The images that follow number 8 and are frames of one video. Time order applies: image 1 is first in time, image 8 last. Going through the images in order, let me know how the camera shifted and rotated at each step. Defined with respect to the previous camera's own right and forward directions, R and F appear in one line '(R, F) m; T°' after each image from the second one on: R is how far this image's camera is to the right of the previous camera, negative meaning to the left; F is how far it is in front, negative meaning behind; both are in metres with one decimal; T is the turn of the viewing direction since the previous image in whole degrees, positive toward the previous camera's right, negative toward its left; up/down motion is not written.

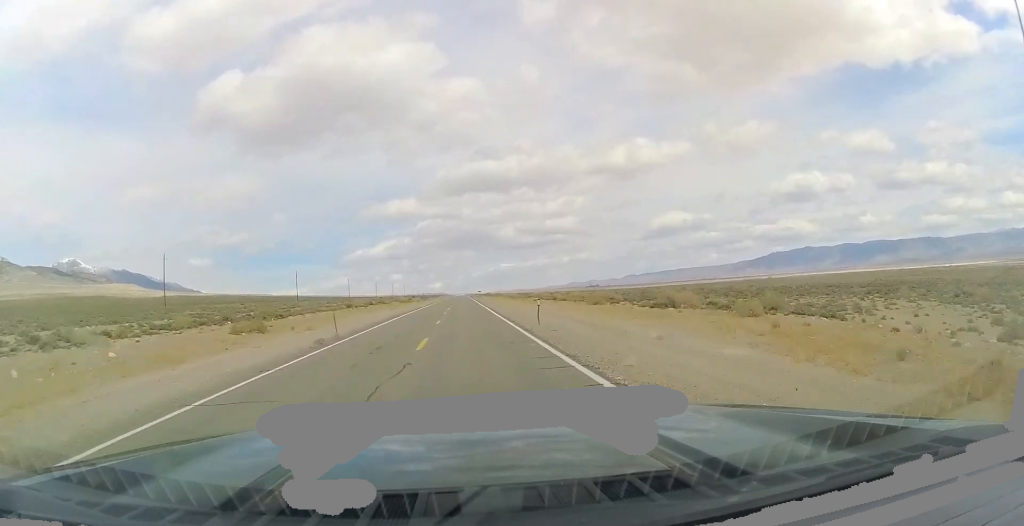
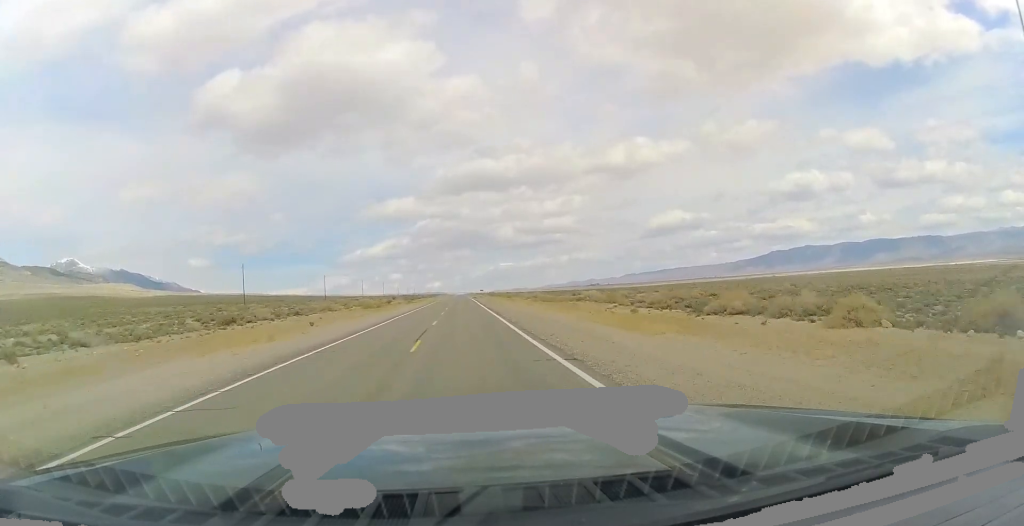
(-0.5, +49.3) m; 0°
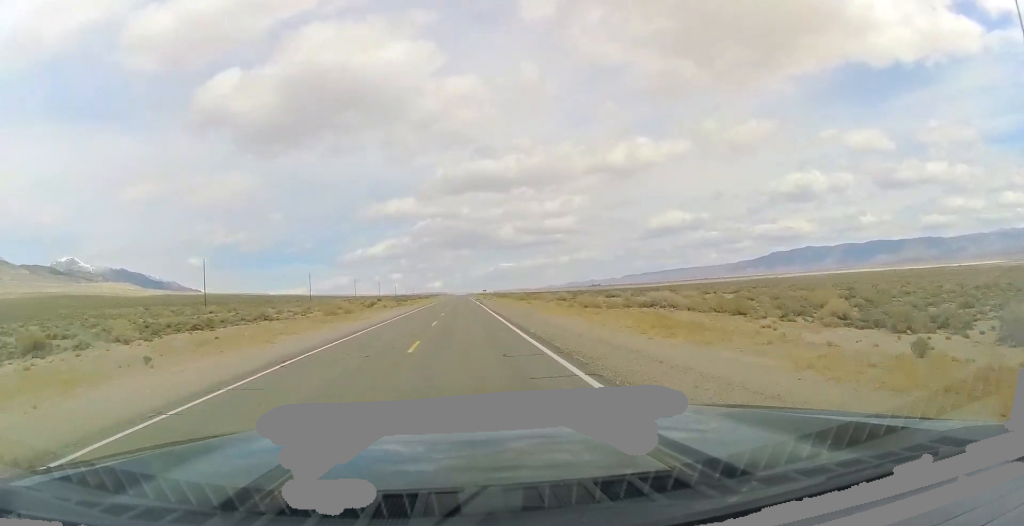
(+0.5, +24.6) m; 0°
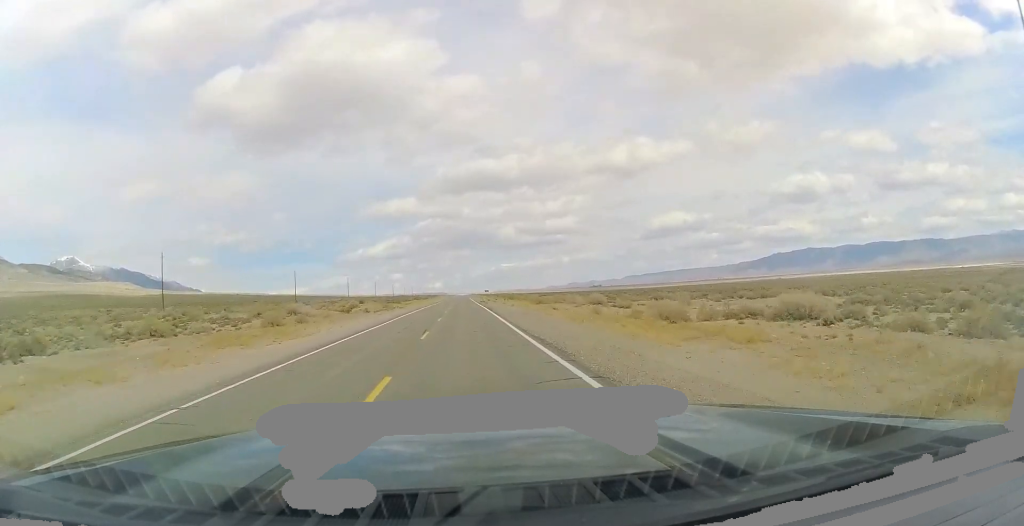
(+0.1, +20.0) m; 0°
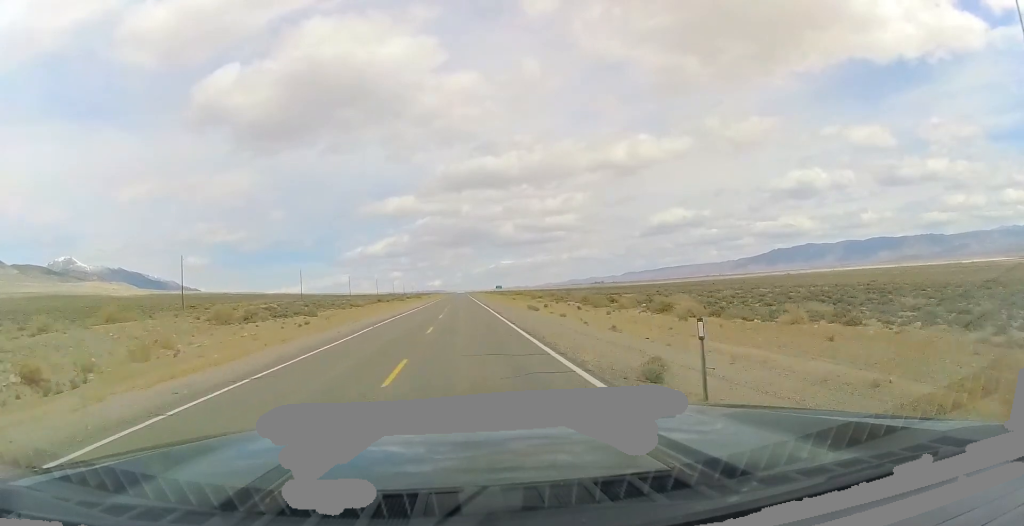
(-0.6, +82.7) m; 0°
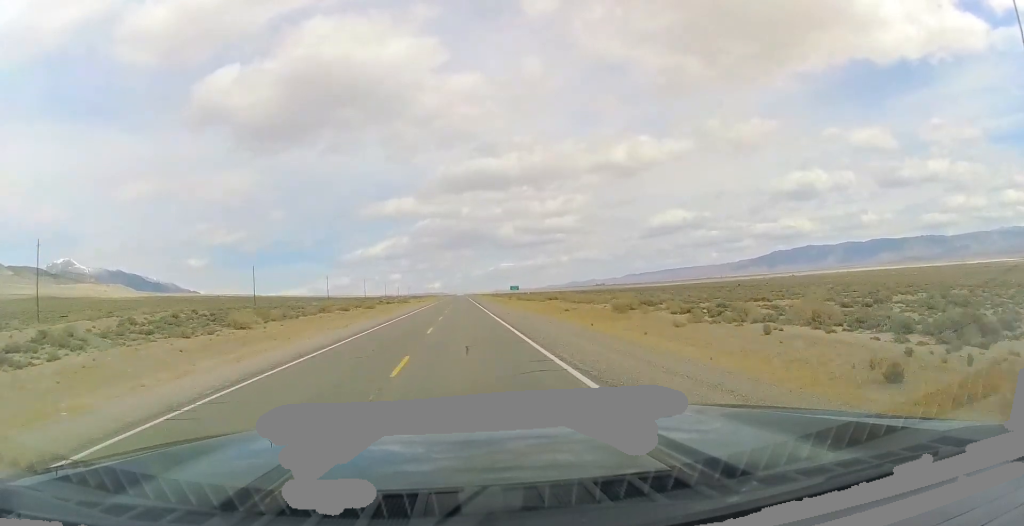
(+0.3, +47.3) m; 0°
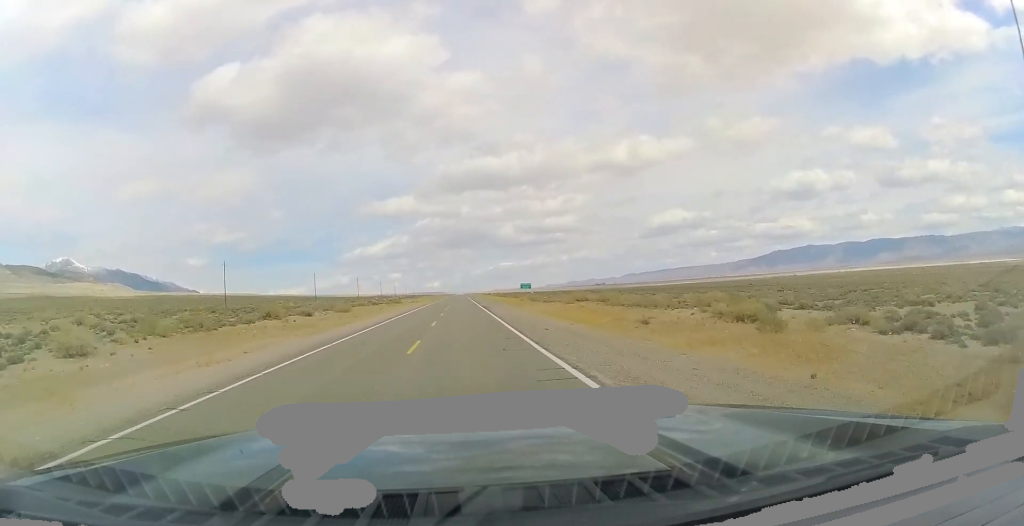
(-0.2, +20.1) m; 0°
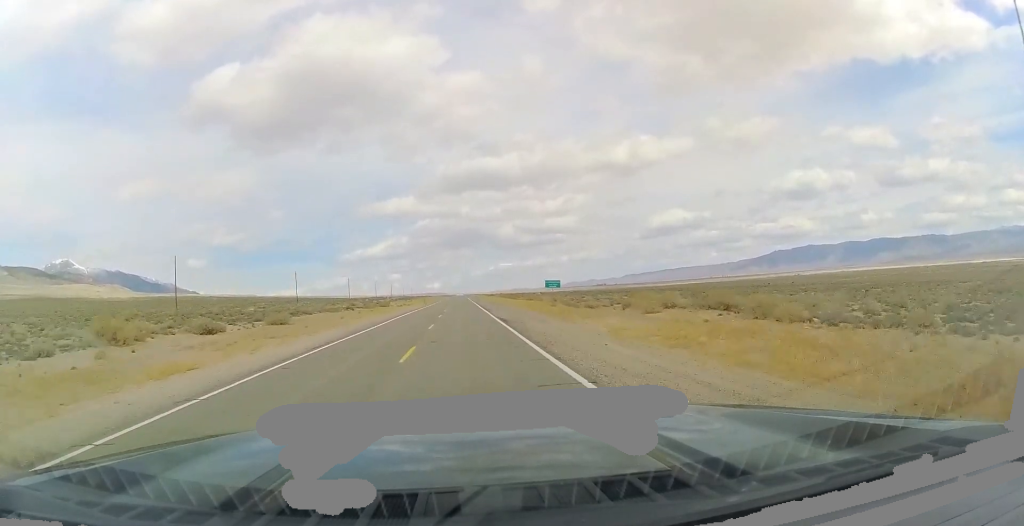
(-0.2, +26.0) m; 0°
